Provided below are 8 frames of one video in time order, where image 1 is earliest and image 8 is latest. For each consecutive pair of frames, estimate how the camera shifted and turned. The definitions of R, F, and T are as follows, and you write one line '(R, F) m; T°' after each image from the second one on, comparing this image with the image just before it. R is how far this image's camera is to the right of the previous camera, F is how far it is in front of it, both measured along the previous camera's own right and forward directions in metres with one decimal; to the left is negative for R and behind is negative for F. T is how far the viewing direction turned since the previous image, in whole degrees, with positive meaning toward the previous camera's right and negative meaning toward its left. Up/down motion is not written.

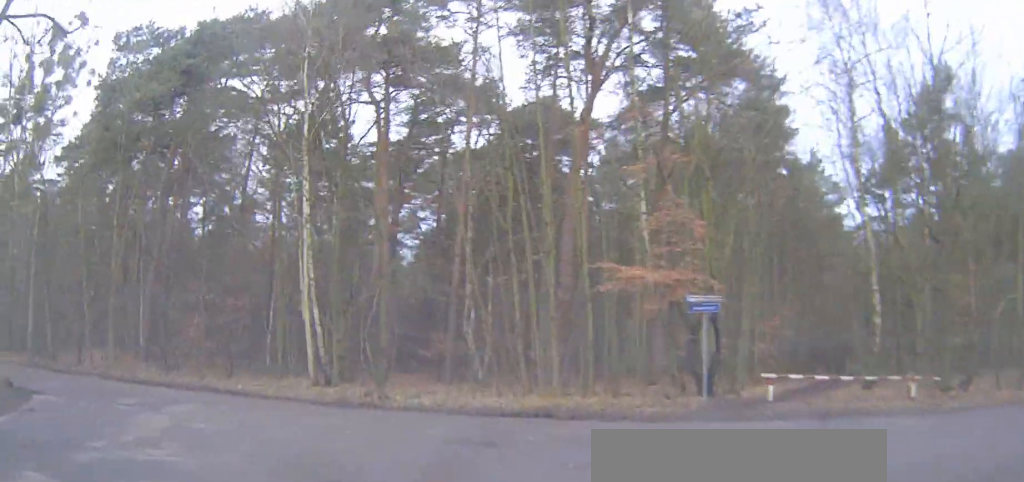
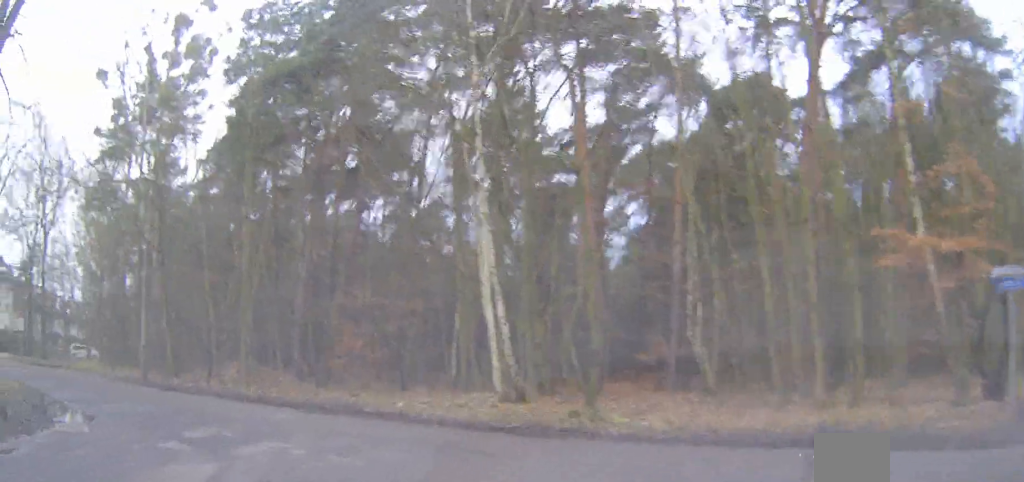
(-0.4, +6.1) m; -10°
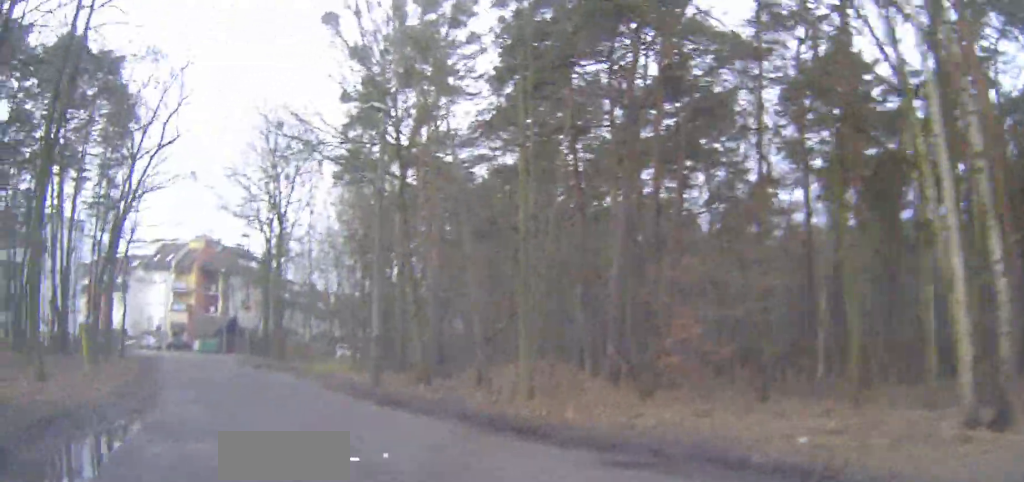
(-1.6, +8.6) m; -21°
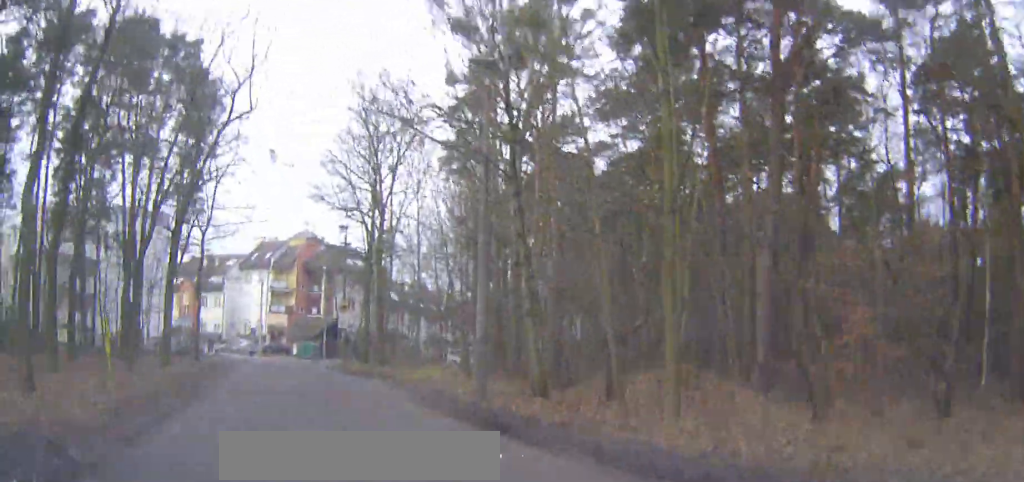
(-0.3, +3.8) m; -9°
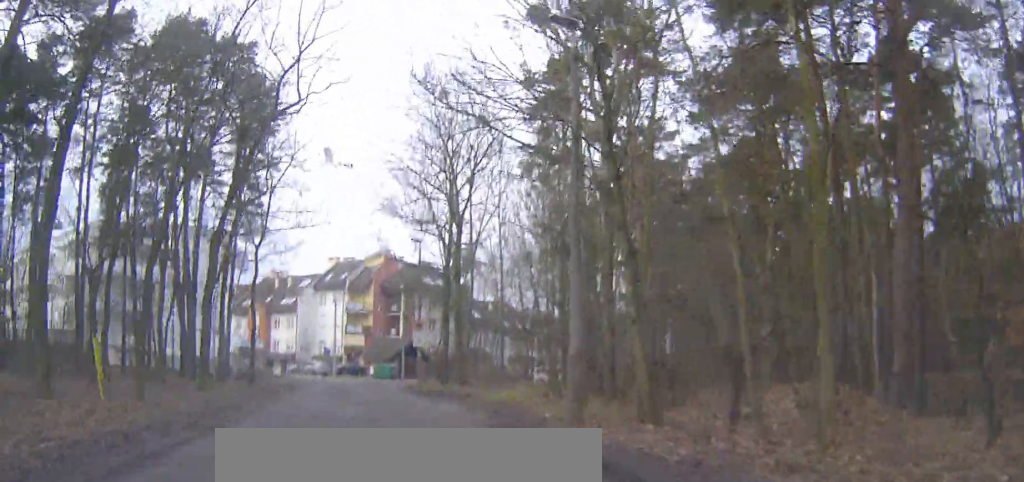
(-0.3, +3.4) m; -6°
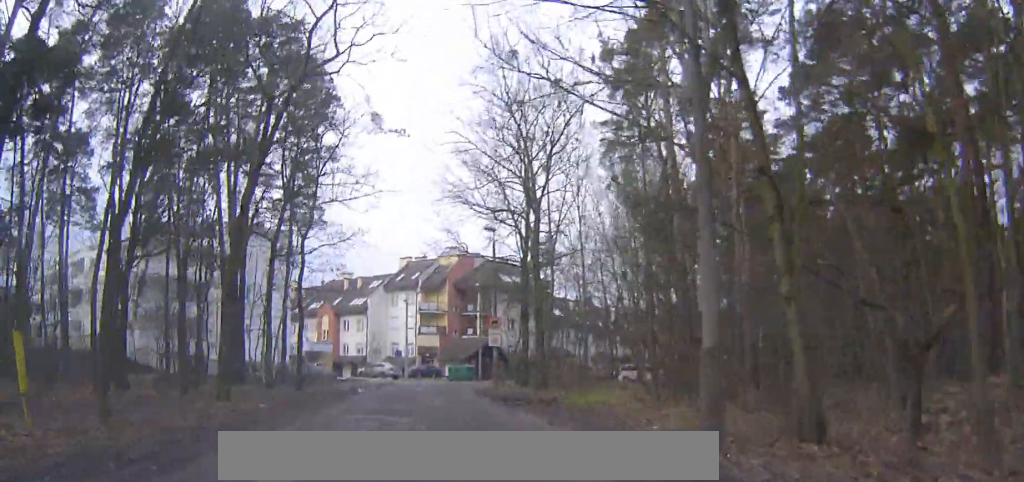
(-0.2, +4.3) m; -7°
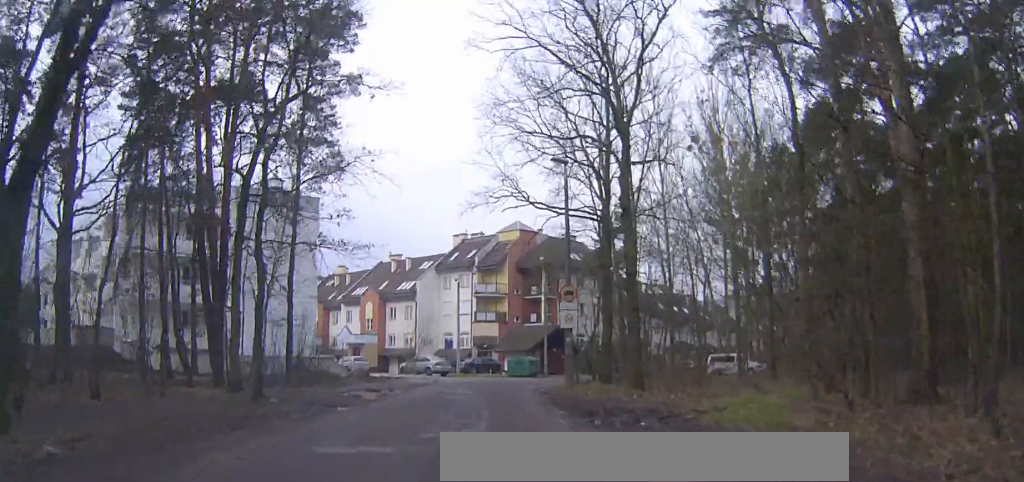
(-1.5, +11.6) m; -11°
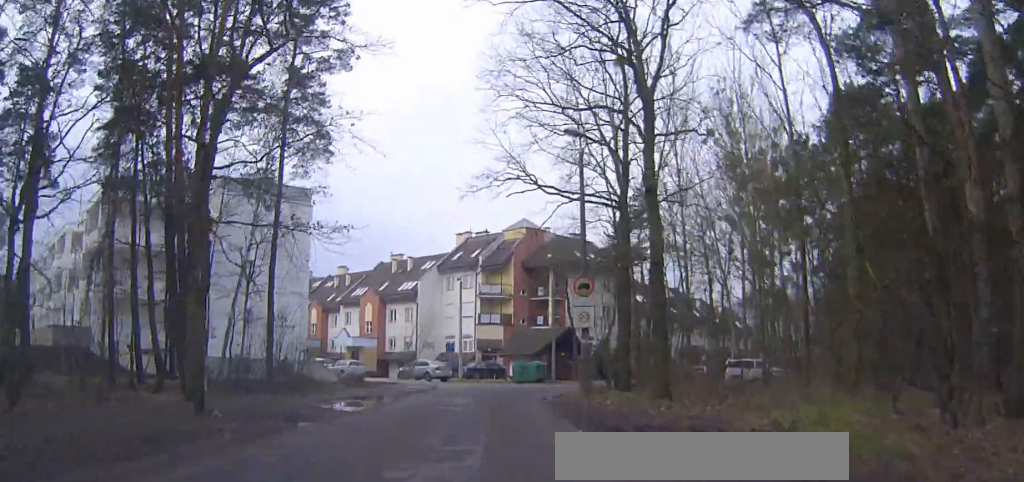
(-0.1, +4.0) m; +1°
